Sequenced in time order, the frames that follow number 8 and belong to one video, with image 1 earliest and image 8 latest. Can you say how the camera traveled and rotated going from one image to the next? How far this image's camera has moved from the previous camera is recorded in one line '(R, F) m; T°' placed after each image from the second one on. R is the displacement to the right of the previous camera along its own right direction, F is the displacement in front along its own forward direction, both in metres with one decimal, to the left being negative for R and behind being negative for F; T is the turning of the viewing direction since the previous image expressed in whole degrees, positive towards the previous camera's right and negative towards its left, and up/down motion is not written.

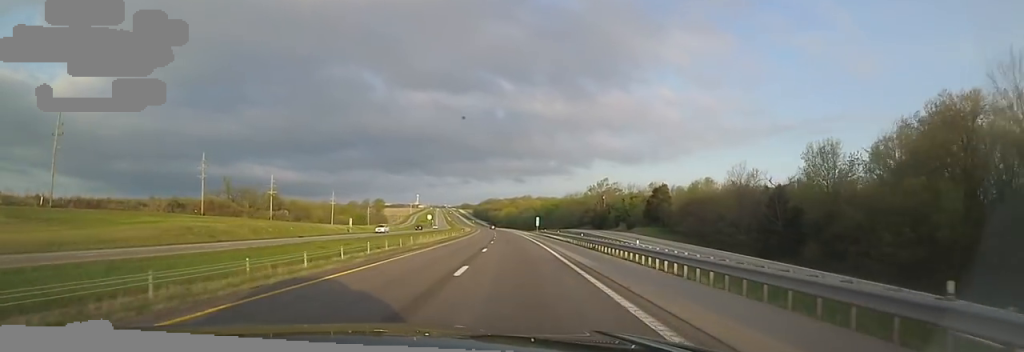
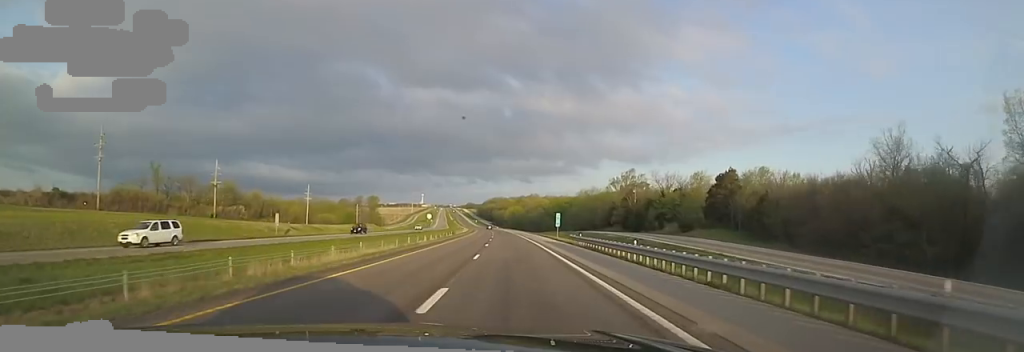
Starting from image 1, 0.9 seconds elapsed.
(-0.1, +29.6) m; -2°
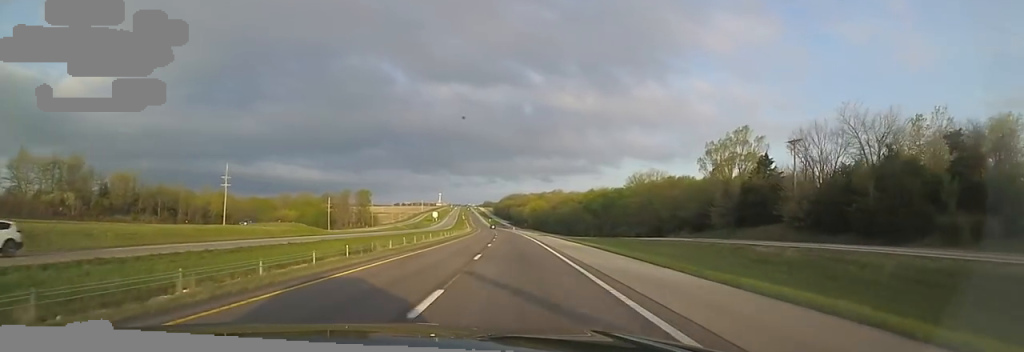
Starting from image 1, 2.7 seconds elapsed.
(-2.7, +60.8) m; -3°
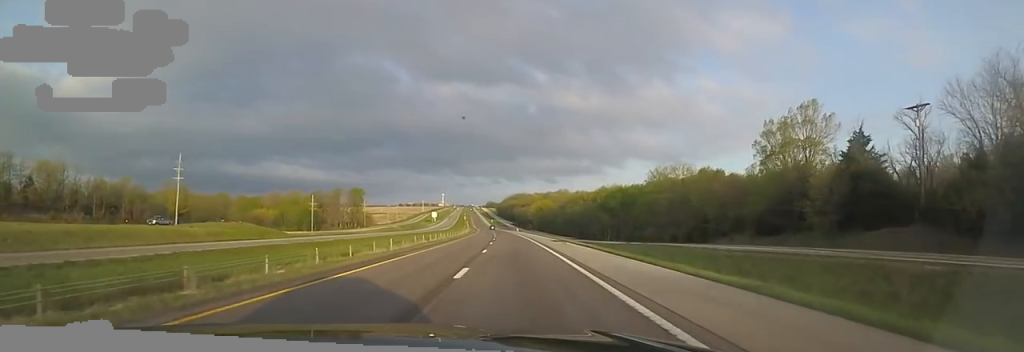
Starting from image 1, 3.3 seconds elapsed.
(0.0, +19.2) m; -1°
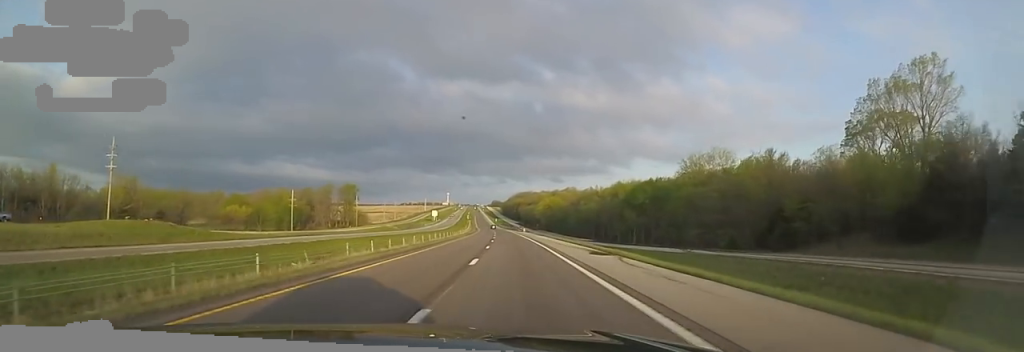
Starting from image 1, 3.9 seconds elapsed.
(+0.3, +20.5) m; -2°
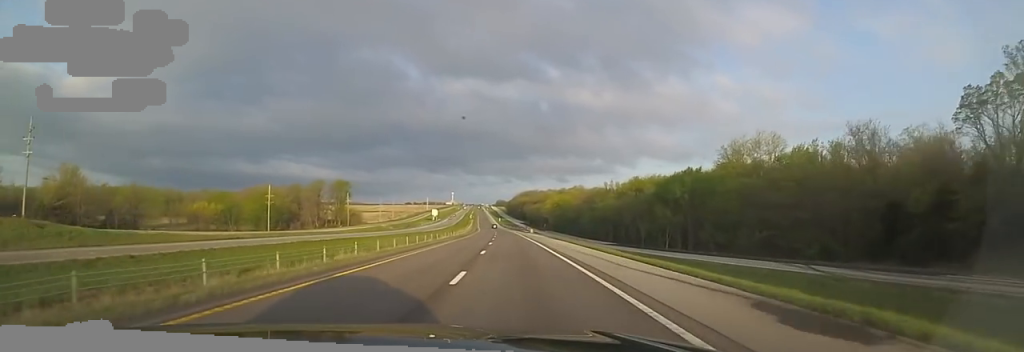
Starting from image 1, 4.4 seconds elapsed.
(-0.7, +18.5) m; 0°
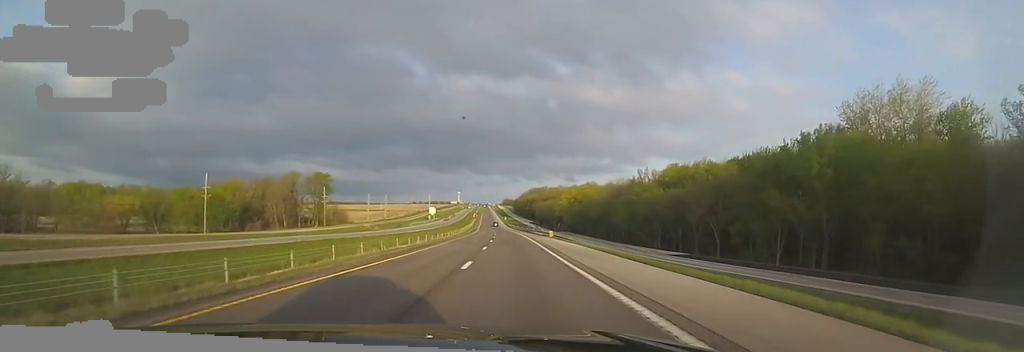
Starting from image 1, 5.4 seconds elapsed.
(-0.2, +33.9) m; 0°
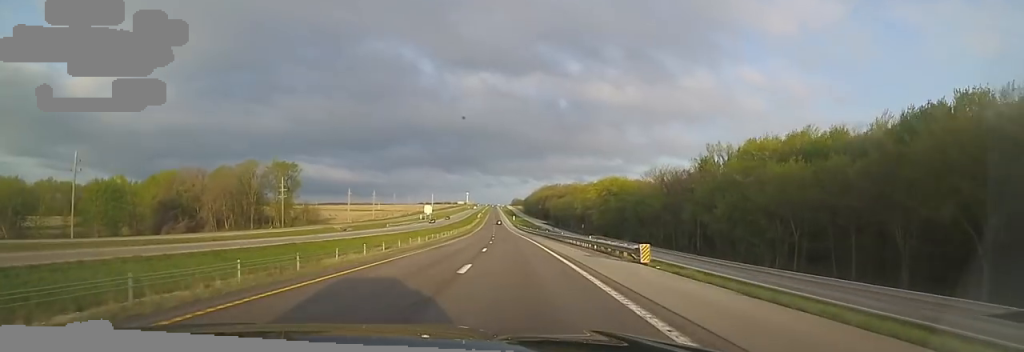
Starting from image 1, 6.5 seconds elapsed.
(0.0, +39.5) m; -1°
